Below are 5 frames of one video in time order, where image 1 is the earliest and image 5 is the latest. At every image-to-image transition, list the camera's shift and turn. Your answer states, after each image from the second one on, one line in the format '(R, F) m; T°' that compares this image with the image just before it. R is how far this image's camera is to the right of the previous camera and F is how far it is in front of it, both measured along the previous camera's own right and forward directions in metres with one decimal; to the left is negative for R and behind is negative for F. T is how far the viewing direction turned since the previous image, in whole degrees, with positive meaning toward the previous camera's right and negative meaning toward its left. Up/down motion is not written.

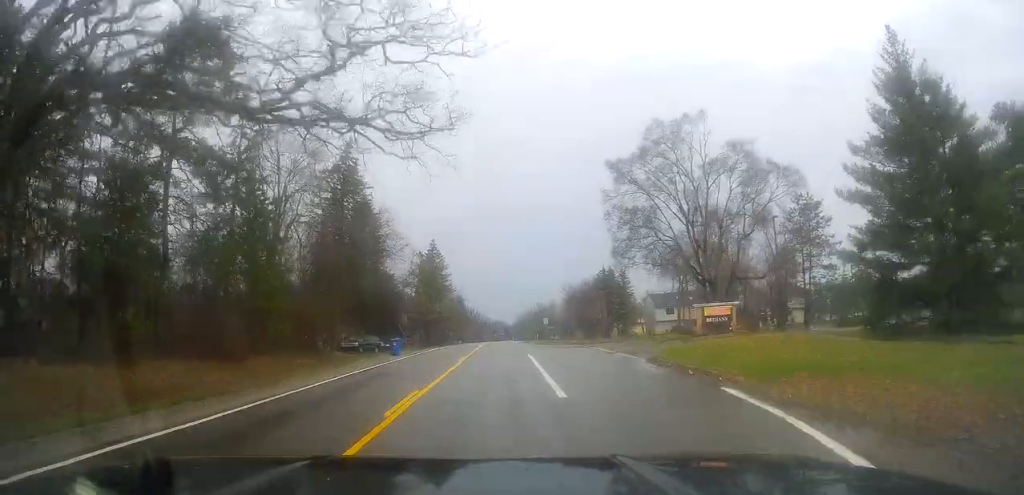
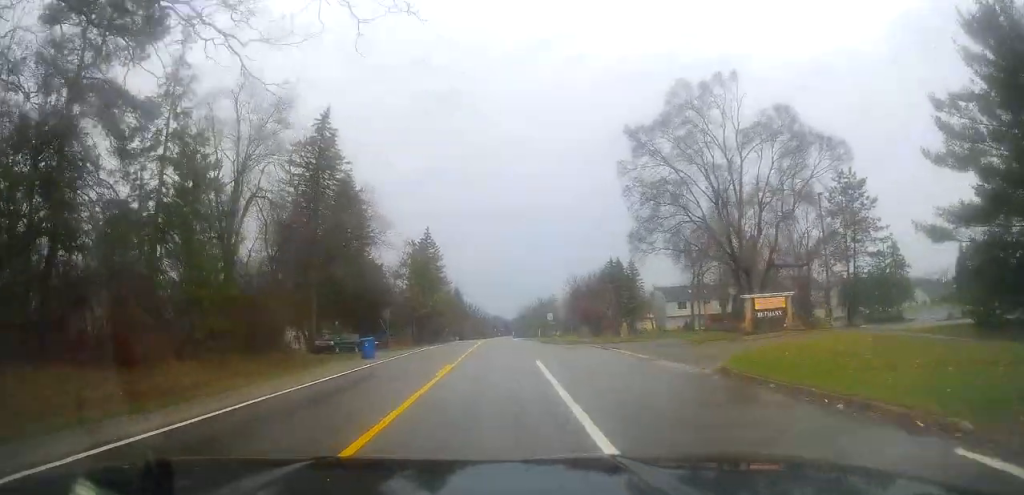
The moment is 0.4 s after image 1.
(0.0, +8.1) m; -1°
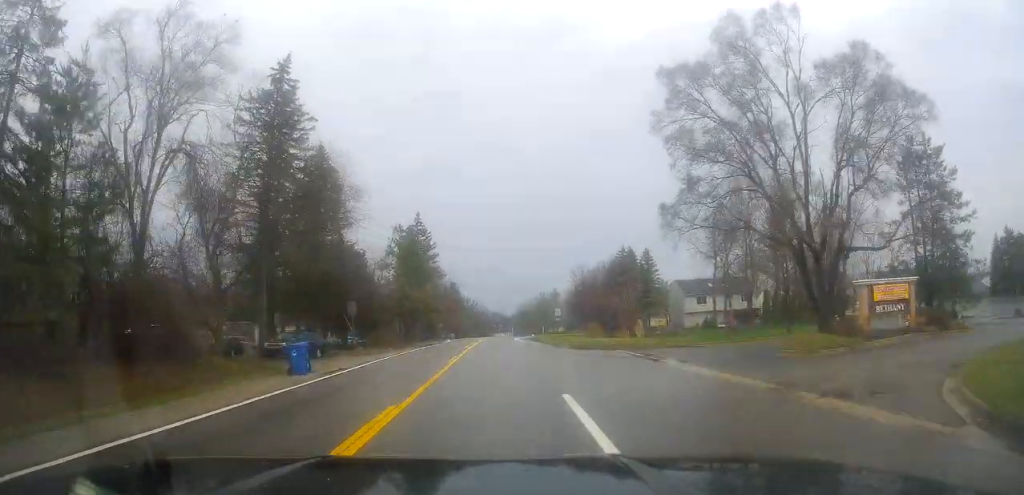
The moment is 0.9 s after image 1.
(-0.2, +10.6) m; -1°
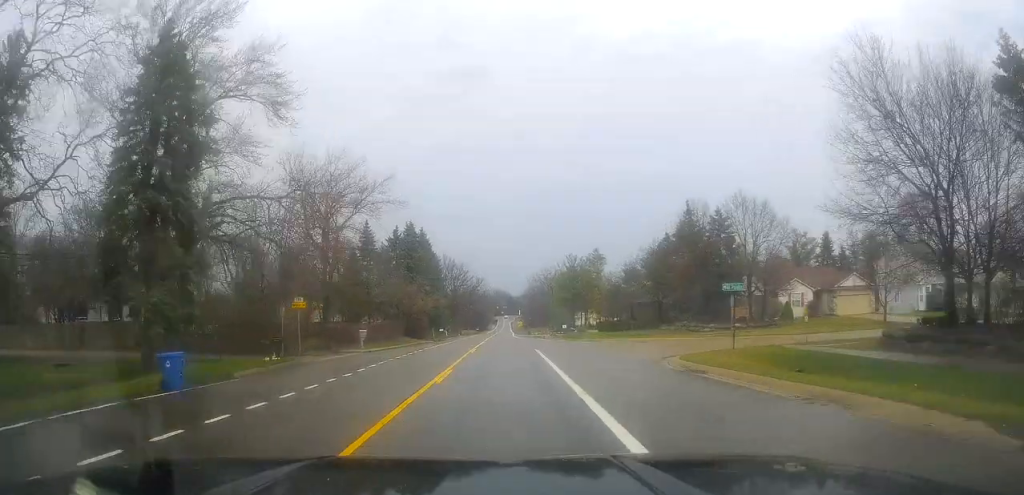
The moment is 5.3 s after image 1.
(+1.7, +84.8) m; +2°
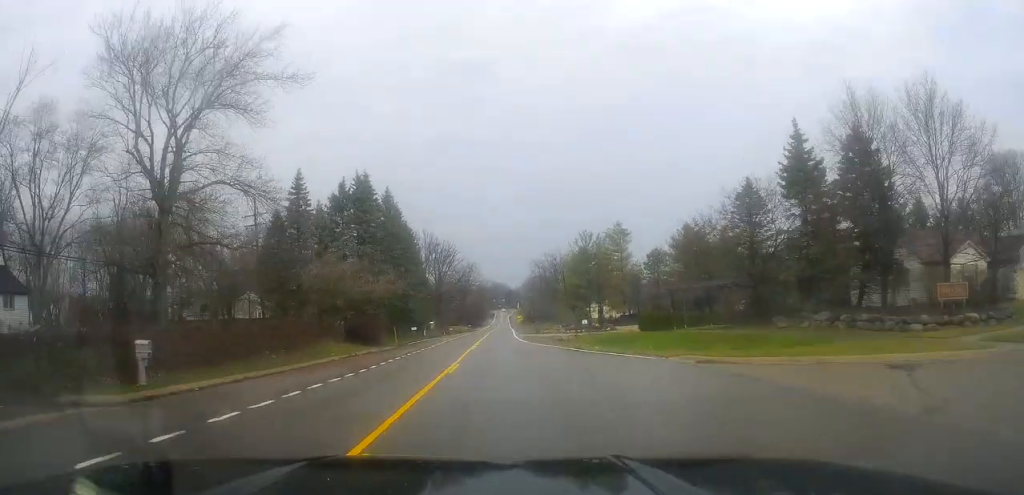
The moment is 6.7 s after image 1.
(+0.8, +27.8) m; 0°
